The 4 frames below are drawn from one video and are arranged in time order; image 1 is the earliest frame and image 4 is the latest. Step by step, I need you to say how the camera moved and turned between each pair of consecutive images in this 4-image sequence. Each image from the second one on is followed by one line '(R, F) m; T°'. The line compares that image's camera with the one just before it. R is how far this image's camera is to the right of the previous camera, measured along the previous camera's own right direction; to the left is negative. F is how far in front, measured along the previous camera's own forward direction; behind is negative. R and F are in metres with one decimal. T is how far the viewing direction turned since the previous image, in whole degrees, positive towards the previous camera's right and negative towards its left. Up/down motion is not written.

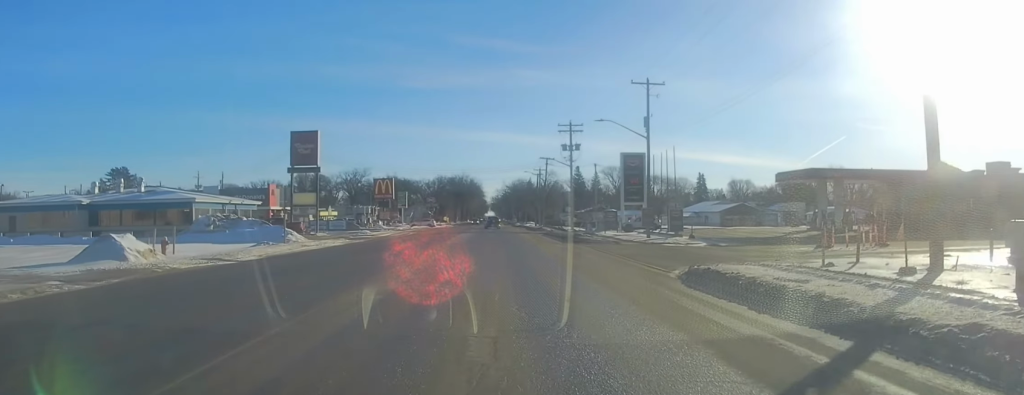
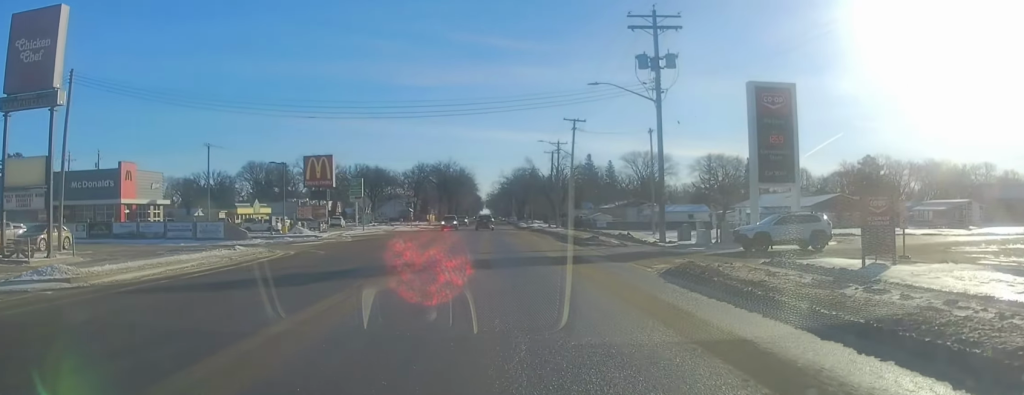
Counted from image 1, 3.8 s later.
(0.0, +48.7) m; 0°
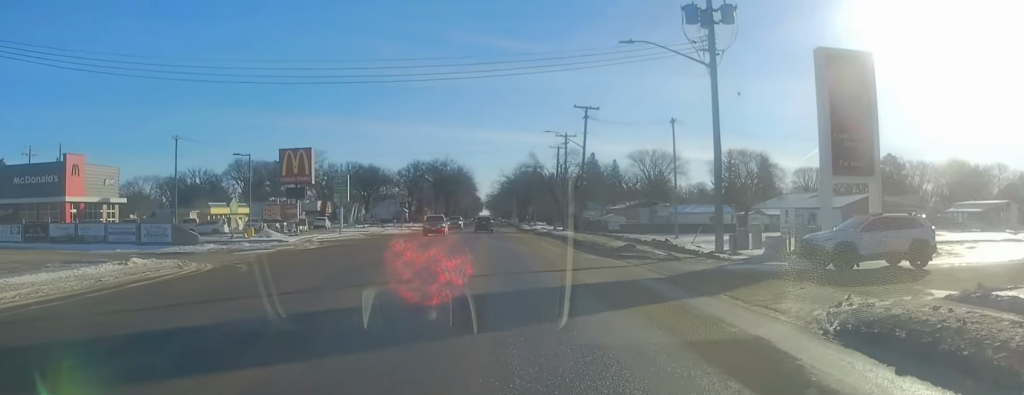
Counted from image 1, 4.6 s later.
(0.0, +10.3) m; 0°
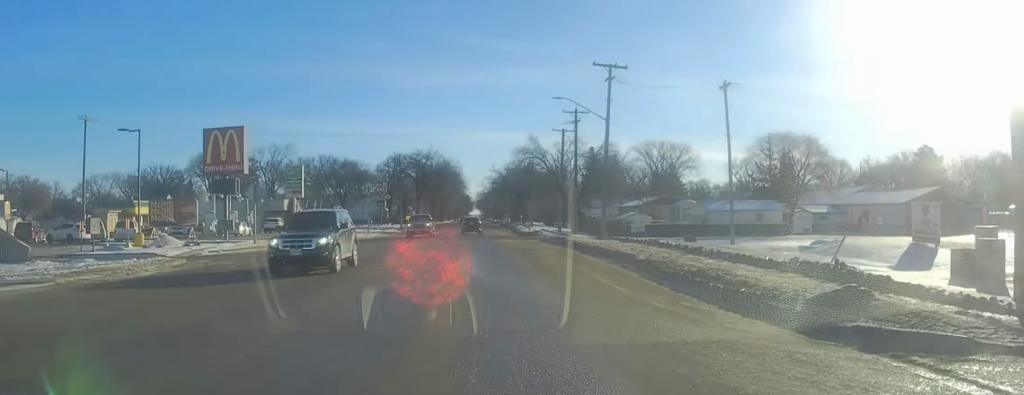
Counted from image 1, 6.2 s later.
(0.0, +19.2) m; 0°
